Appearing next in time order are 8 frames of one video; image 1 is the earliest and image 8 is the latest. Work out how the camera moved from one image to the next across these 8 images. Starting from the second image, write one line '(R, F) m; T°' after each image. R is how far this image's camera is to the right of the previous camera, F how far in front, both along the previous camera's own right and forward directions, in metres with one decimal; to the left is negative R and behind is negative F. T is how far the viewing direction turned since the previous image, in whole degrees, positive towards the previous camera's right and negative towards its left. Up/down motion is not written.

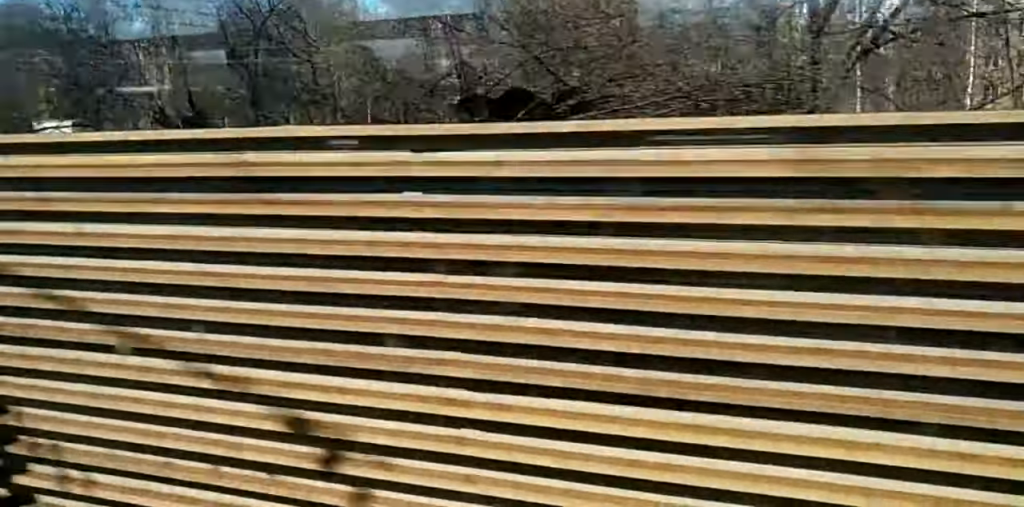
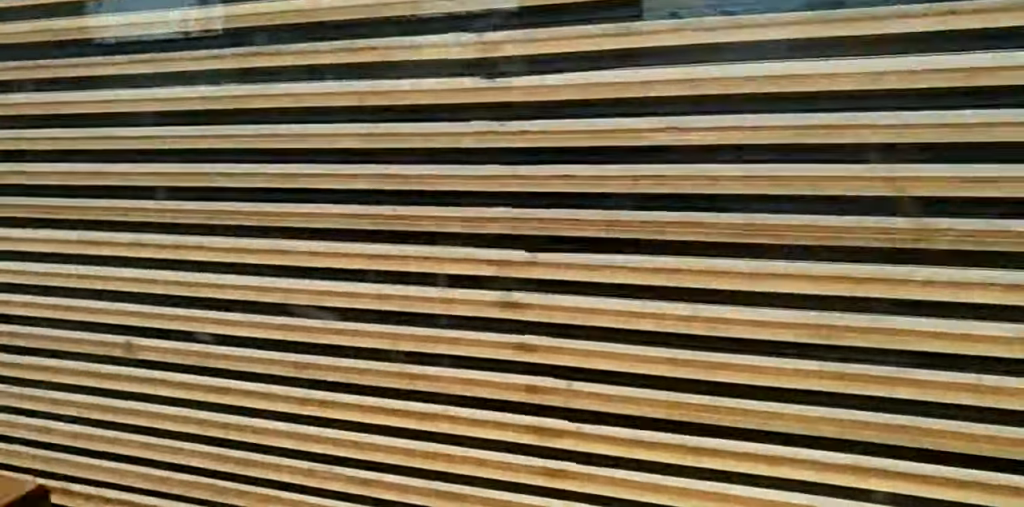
(0.0, +21.1) m; 0°
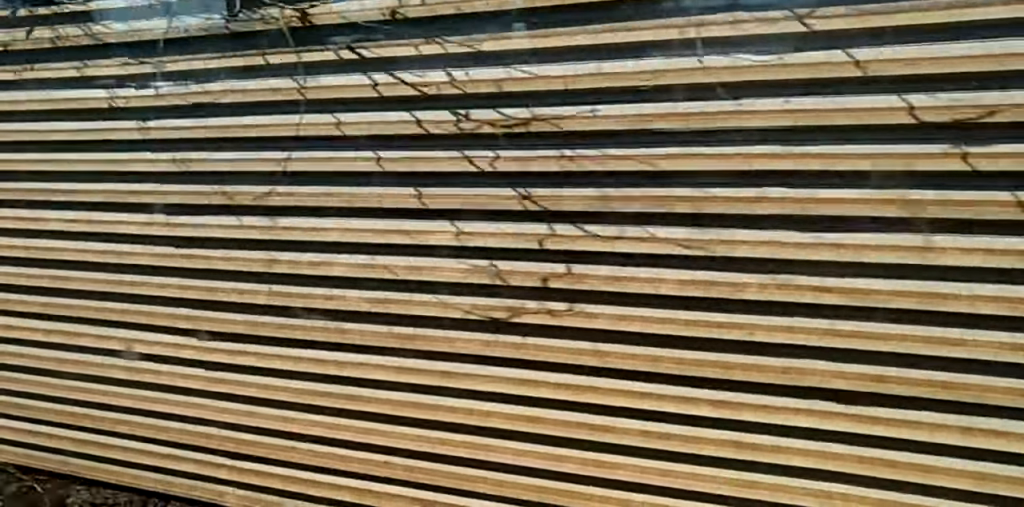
(+0.4, +37.1) m; +1°
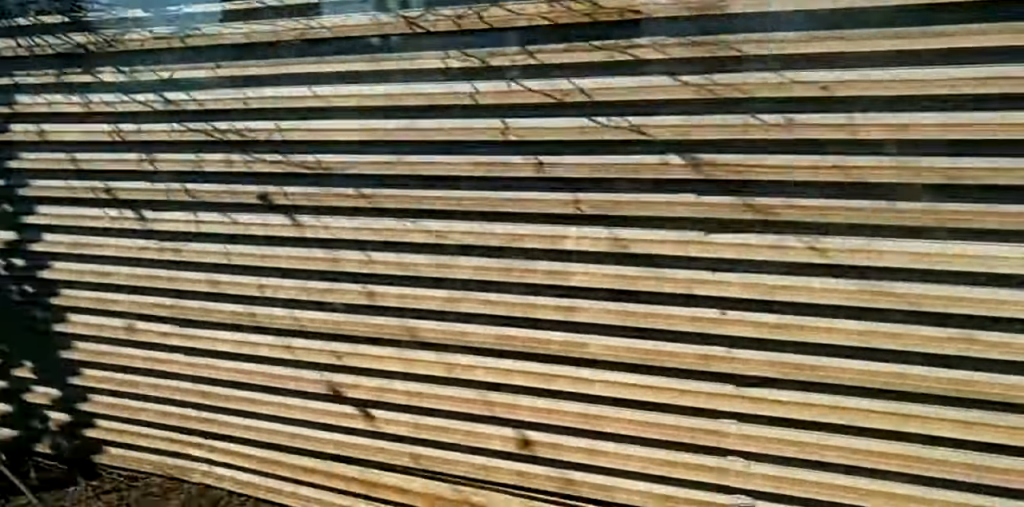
(+0.1, +23.5) m; 0°
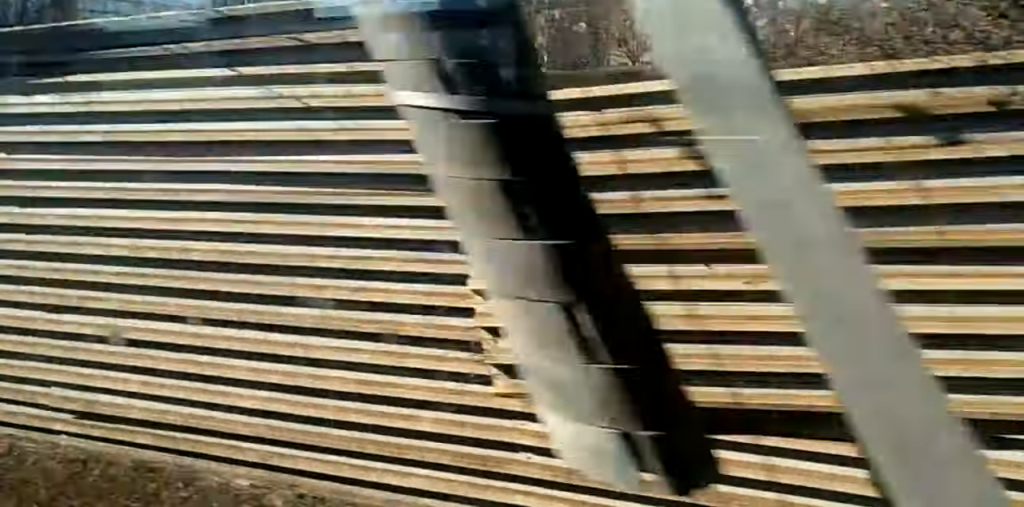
(-0.1, +10.9) m; 0°
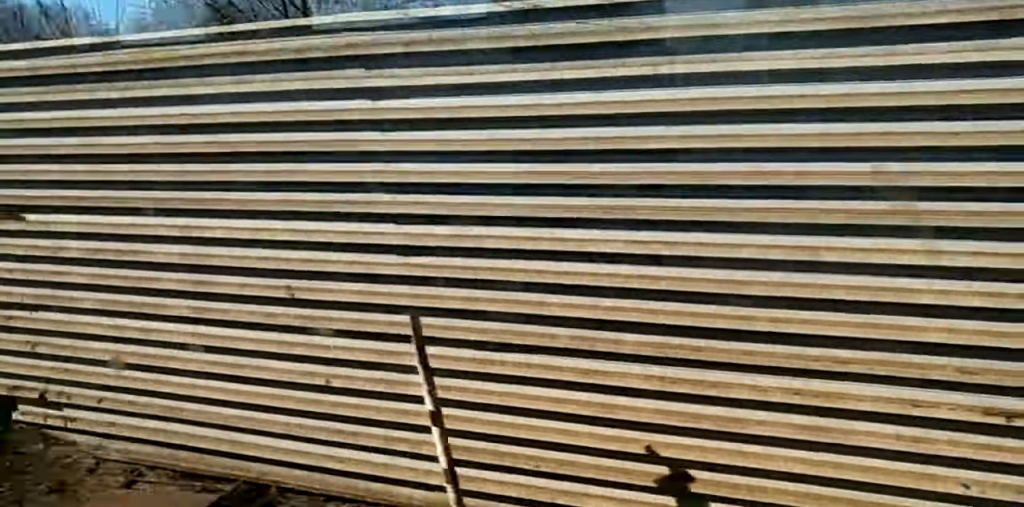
(0.0, +22.4) m; 0°
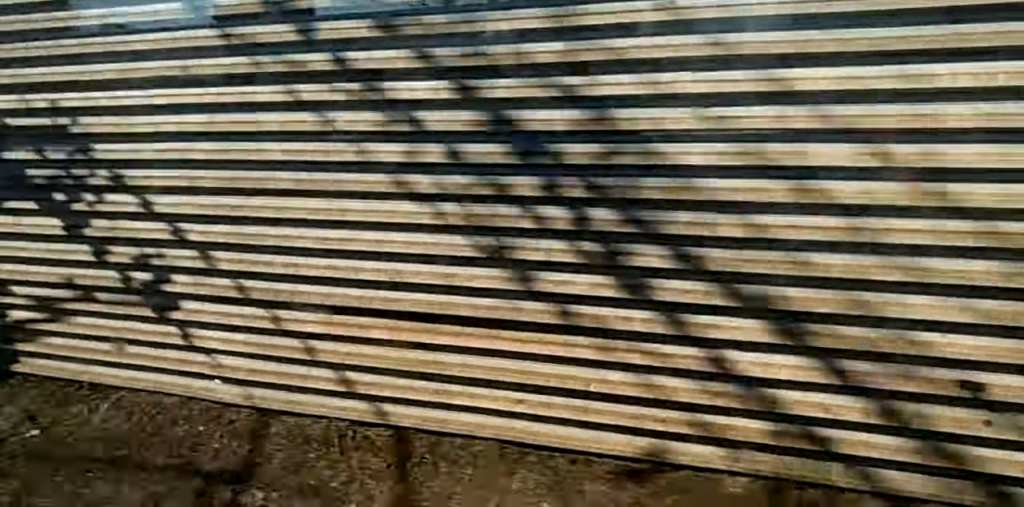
(+0.1, +9.9) m; 0°
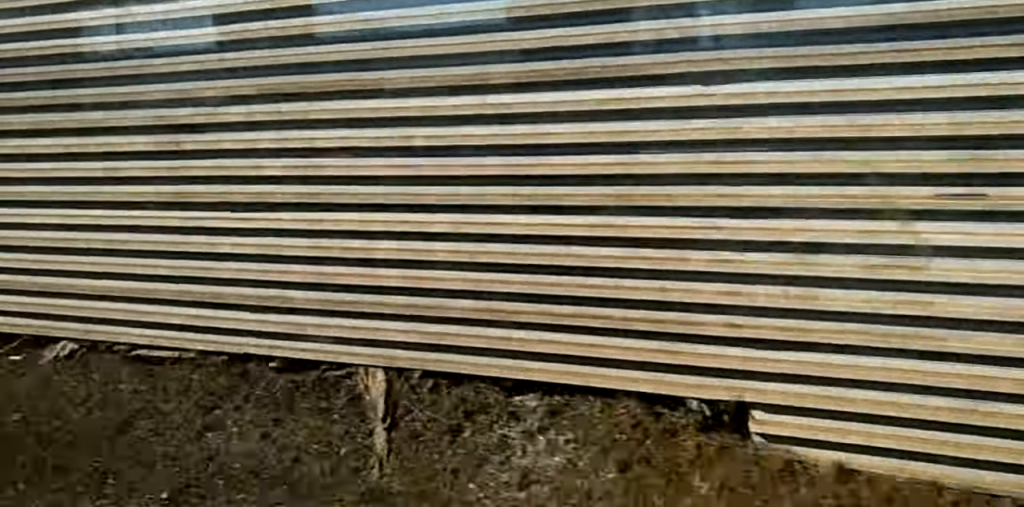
(+0.1, +29.8) m; 0°
